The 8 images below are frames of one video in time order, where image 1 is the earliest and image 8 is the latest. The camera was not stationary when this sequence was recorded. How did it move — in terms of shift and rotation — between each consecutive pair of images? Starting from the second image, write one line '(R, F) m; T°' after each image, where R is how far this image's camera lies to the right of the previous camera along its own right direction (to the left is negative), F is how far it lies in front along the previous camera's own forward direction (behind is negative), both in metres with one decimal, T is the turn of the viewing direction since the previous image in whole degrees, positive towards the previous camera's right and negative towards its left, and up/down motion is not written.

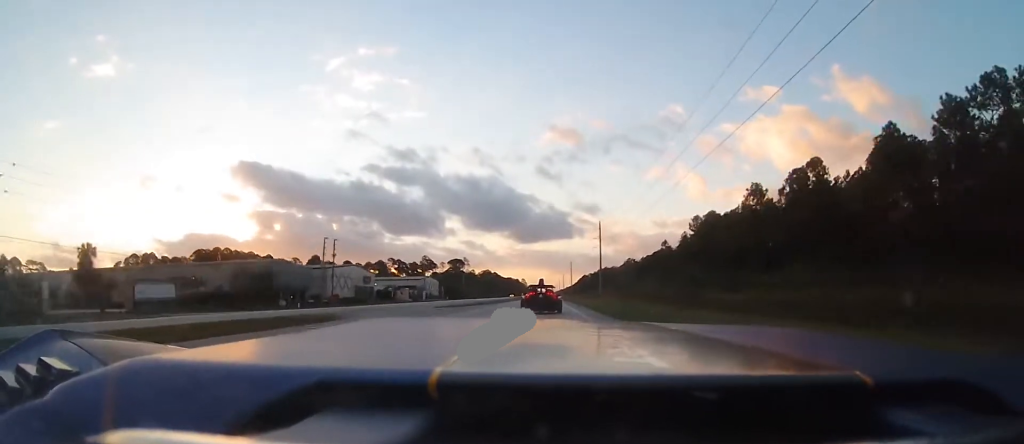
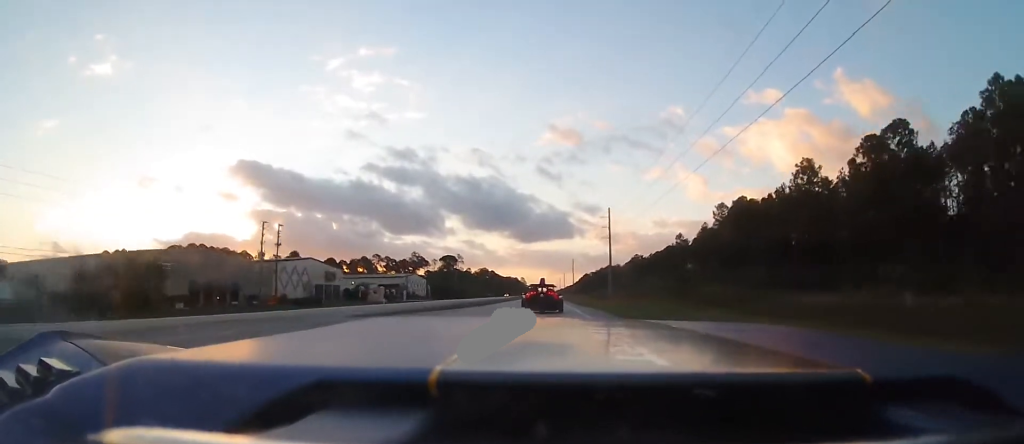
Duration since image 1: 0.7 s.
(-0.1, +22.7) m; 0°
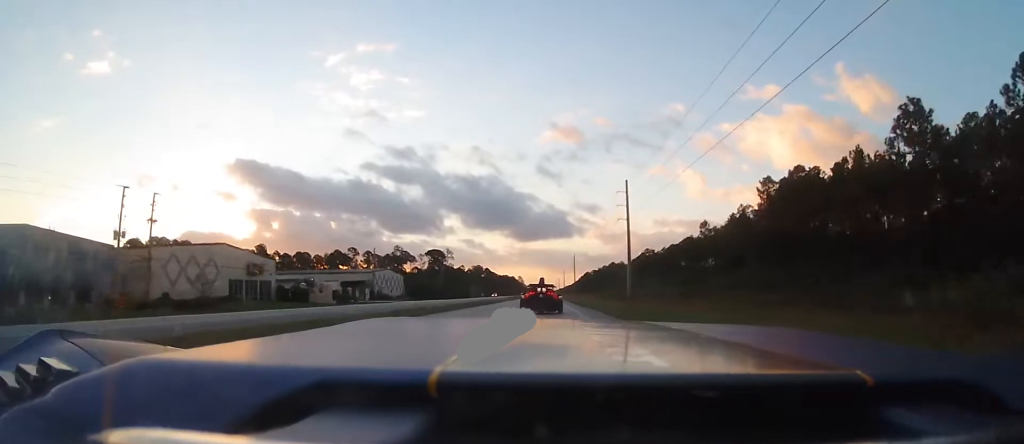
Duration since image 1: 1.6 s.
(+0.4, +29.0) m; 0°
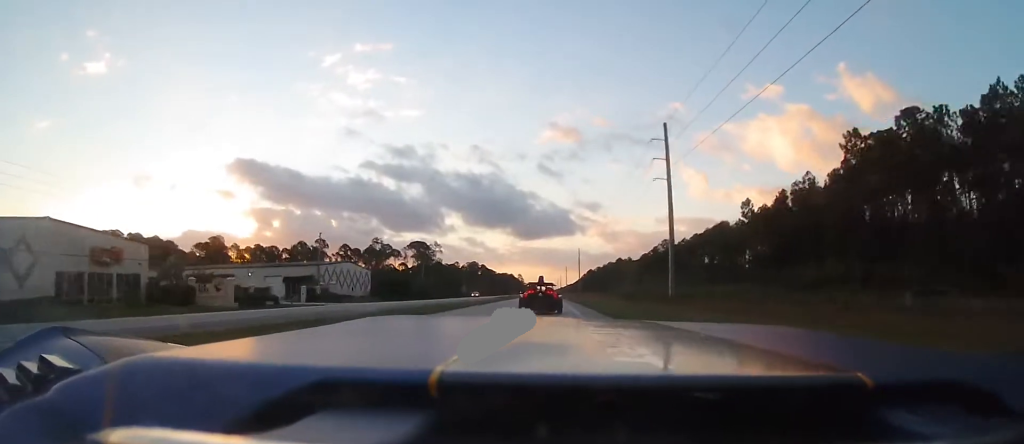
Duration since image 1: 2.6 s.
(-0.3, +31.3) m; 0°
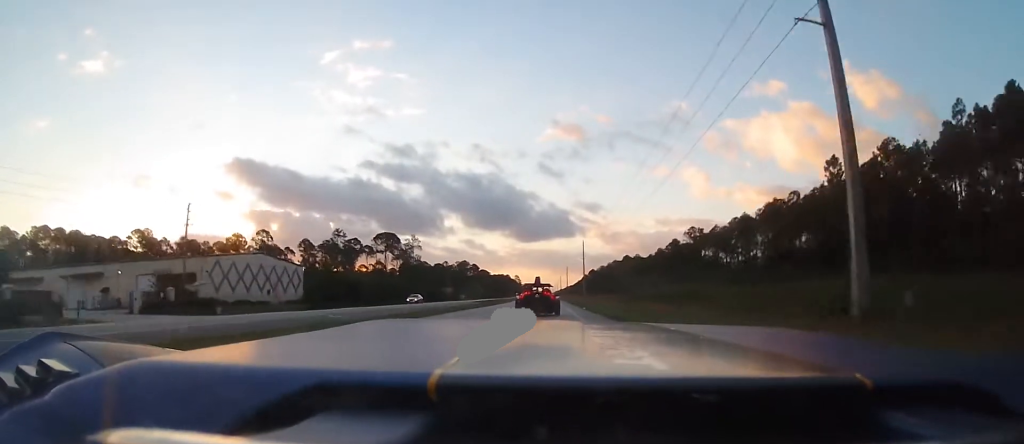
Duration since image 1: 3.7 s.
(+0.3, +37.7) m; 0°
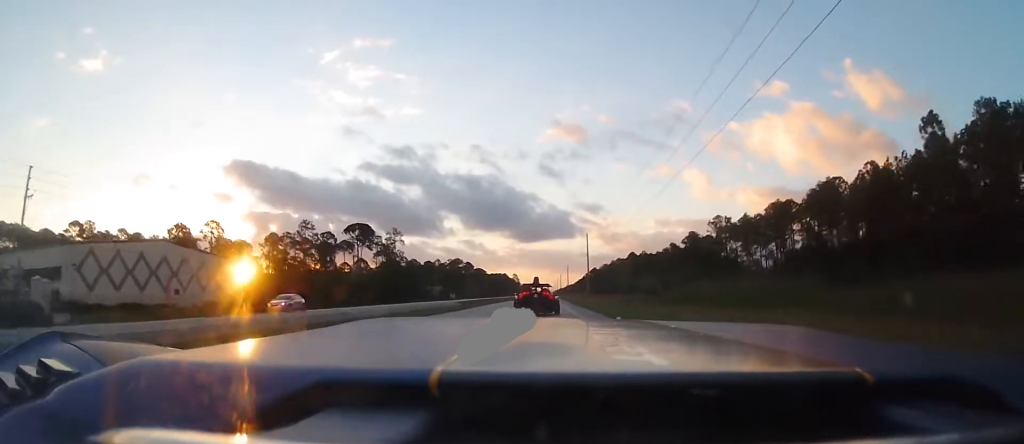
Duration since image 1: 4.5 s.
(-0.3, +23.6) m; 0°
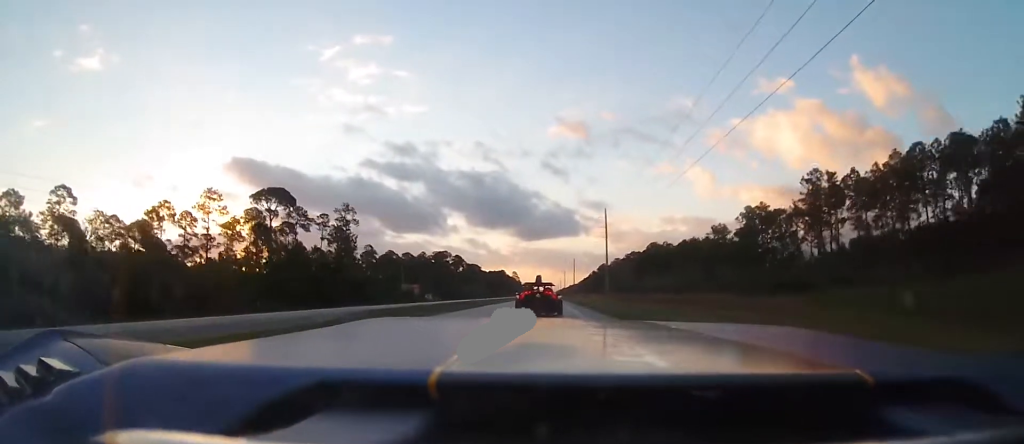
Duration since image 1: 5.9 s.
(+0.2, +47.3) m; 0°
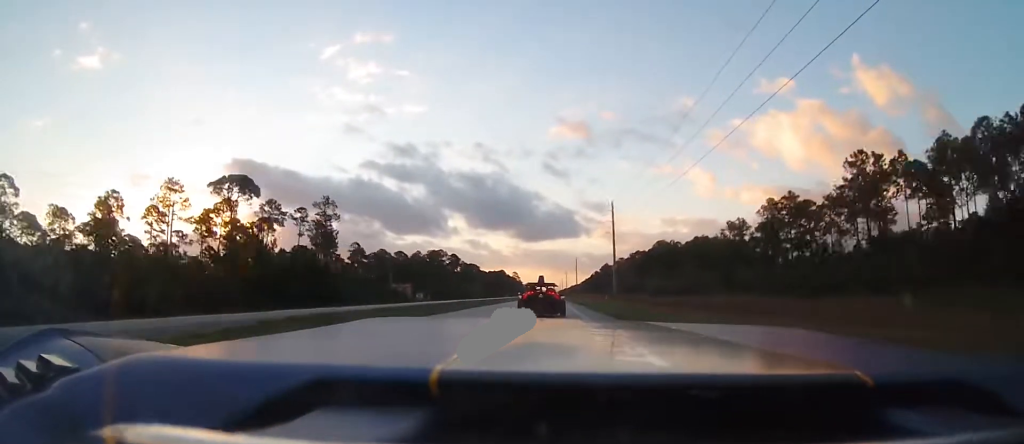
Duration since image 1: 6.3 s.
(-0.1, +12.9) m; 0°
